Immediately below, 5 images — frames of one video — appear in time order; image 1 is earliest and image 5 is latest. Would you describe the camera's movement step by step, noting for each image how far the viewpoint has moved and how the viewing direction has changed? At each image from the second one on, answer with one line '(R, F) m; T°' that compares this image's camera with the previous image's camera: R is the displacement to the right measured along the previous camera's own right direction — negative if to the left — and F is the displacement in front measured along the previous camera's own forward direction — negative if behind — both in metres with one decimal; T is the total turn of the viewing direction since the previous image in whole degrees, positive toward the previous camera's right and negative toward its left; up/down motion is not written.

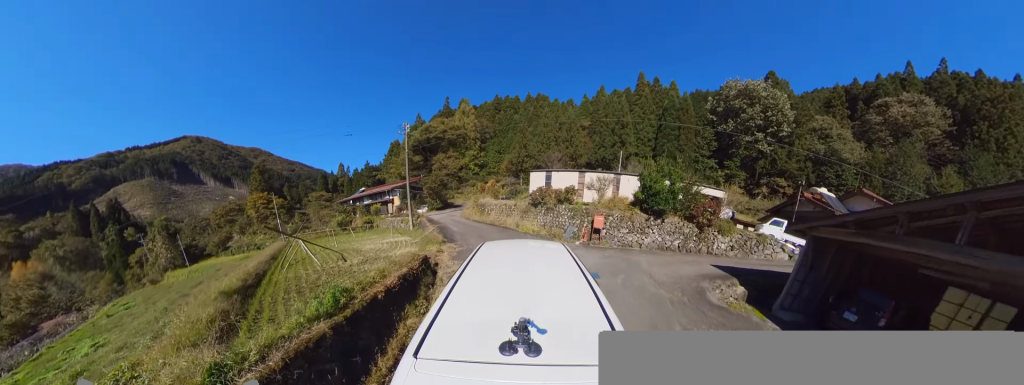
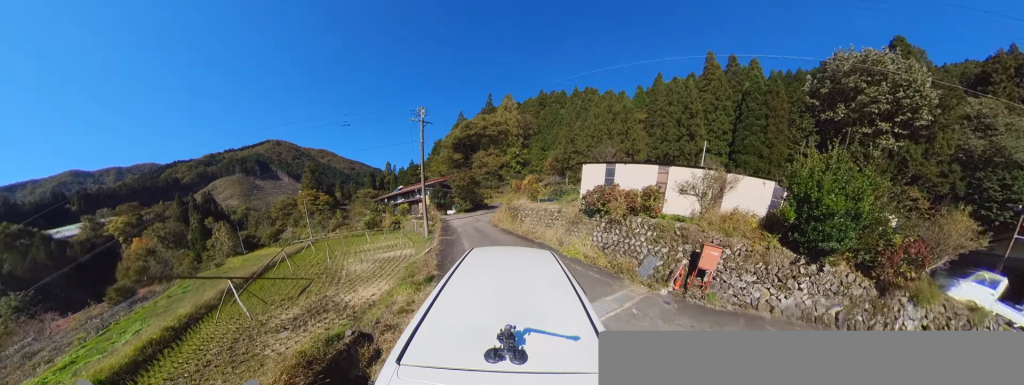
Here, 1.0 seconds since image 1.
(0.0, +6.0) m; 0°
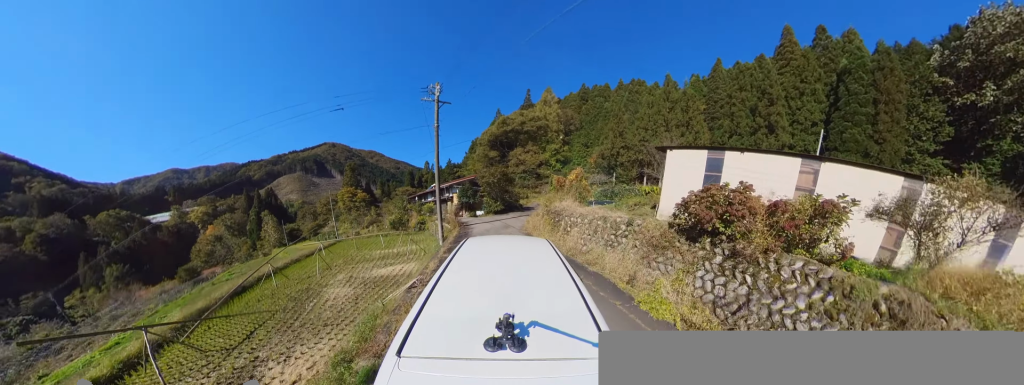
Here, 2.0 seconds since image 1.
(0.0, +5.9) m; 0°
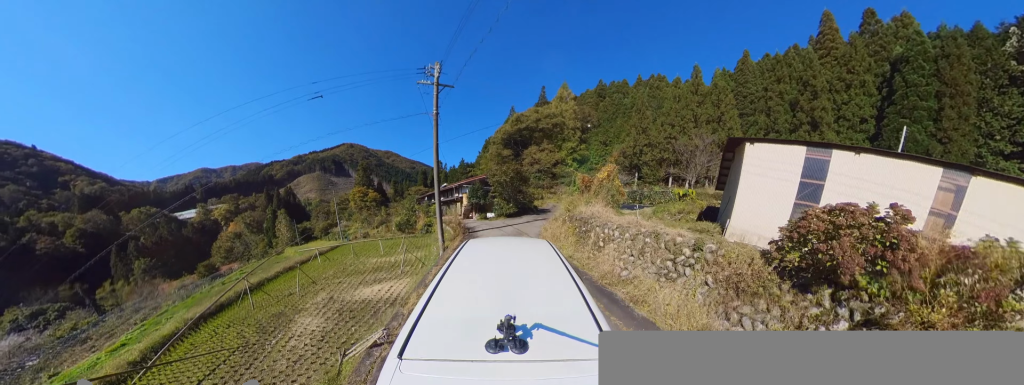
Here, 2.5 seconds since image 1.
(0.0, +3.4) m; +5°
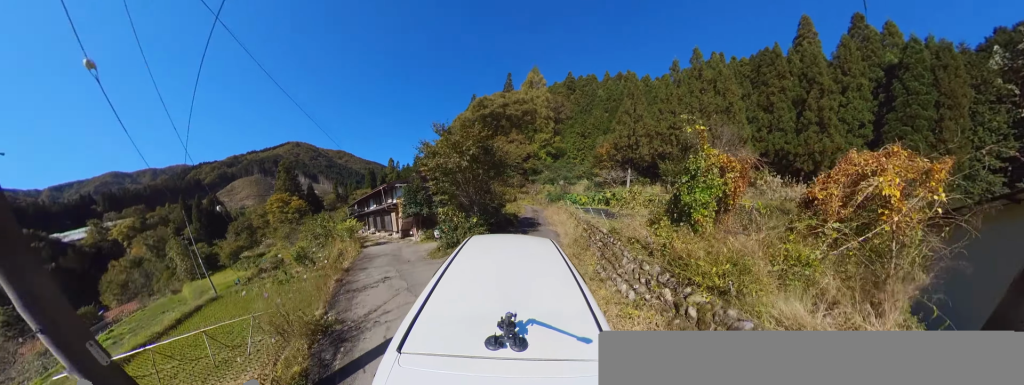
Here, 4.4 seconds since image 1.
(+1.4, +11.4) m; +3°
